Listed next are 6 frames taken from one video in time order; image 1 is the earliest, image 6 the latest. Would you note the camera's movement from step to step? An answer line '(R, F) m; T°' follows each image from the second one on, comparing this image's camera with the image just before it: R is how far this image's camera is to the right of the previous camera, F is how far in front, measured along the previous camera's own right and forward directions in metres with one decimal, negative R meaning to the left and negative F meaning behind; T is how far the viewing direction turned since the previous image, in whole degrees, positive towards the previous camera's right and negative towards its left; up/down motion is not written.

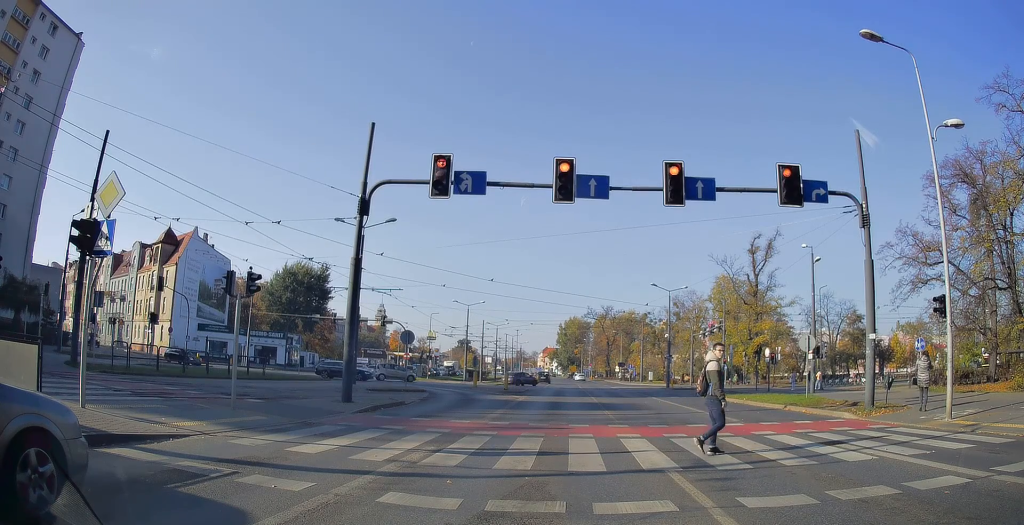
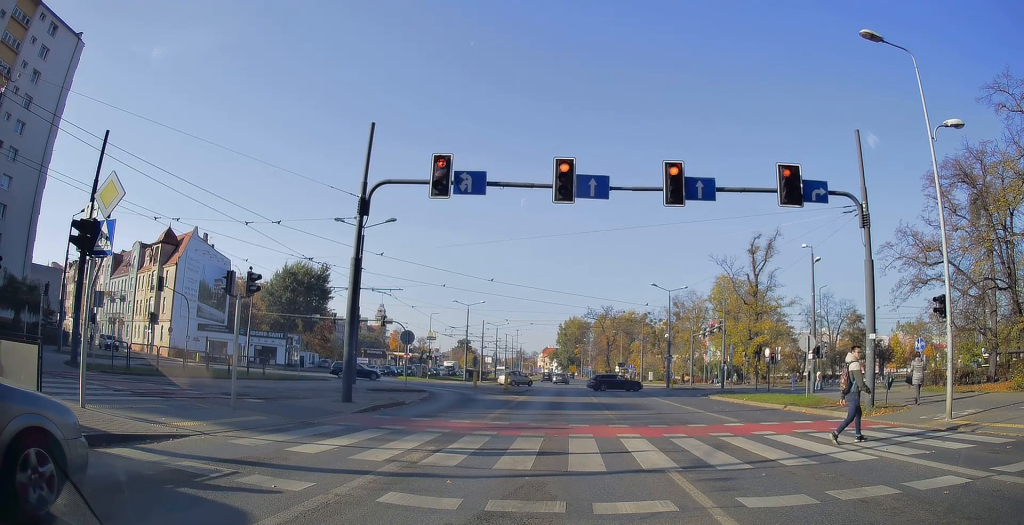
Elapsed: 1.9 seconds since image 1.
(0.0, 0.0) m; 0°
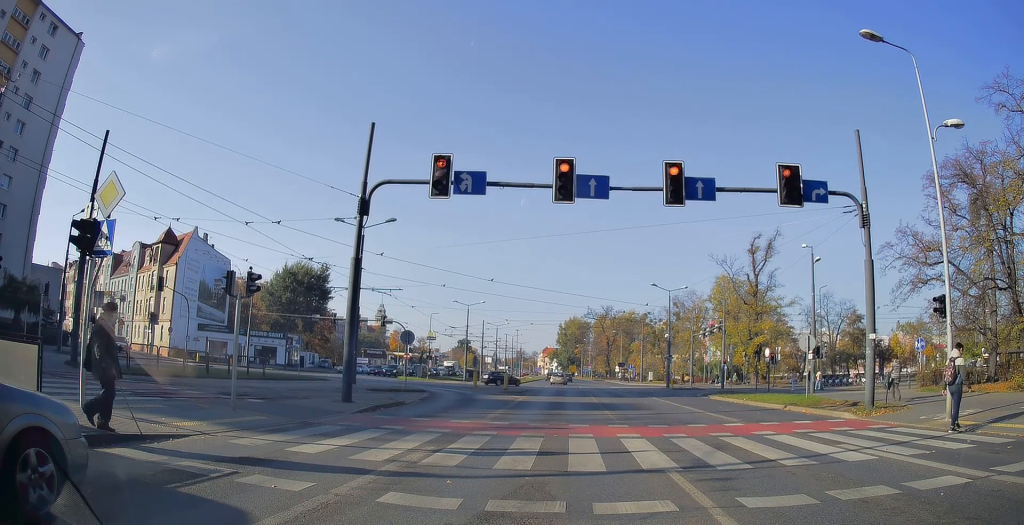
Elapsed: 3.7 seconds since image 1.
(0.0, 0.0) m; 0°
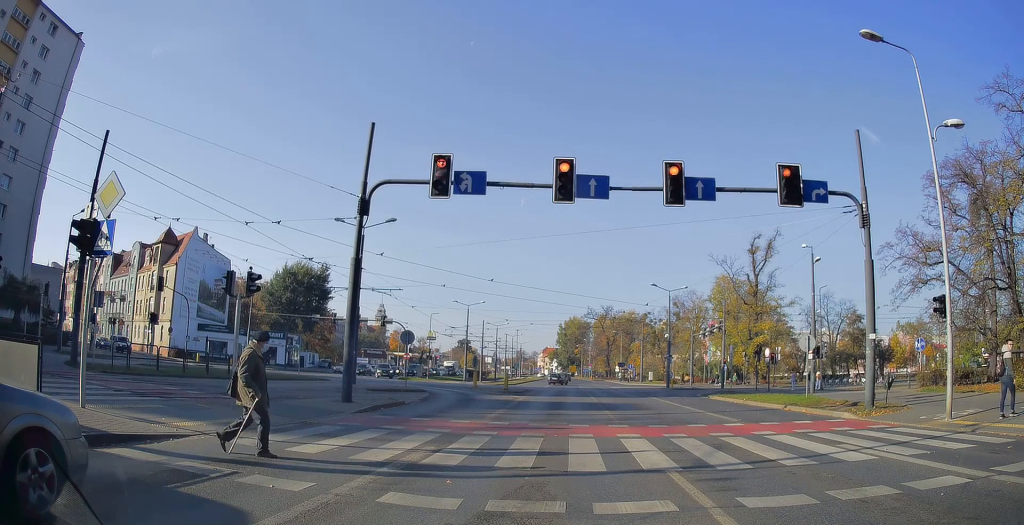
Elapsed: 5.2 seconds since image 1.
(0.0, 0.0) m; 0°
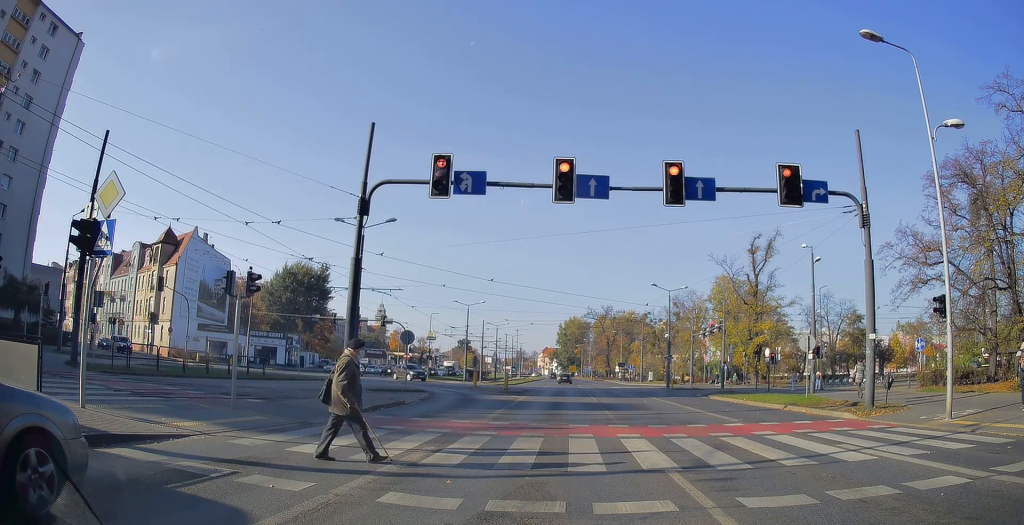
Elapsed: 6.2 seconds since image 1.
(0.0, 0.0) m; 0°
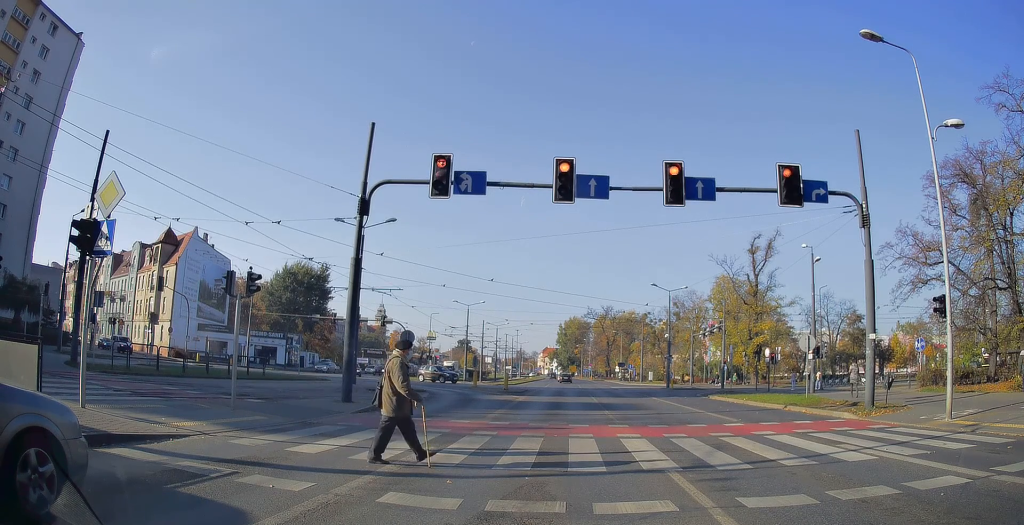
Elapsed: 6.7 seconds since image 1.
(0.0, 0.0) m; 0°
